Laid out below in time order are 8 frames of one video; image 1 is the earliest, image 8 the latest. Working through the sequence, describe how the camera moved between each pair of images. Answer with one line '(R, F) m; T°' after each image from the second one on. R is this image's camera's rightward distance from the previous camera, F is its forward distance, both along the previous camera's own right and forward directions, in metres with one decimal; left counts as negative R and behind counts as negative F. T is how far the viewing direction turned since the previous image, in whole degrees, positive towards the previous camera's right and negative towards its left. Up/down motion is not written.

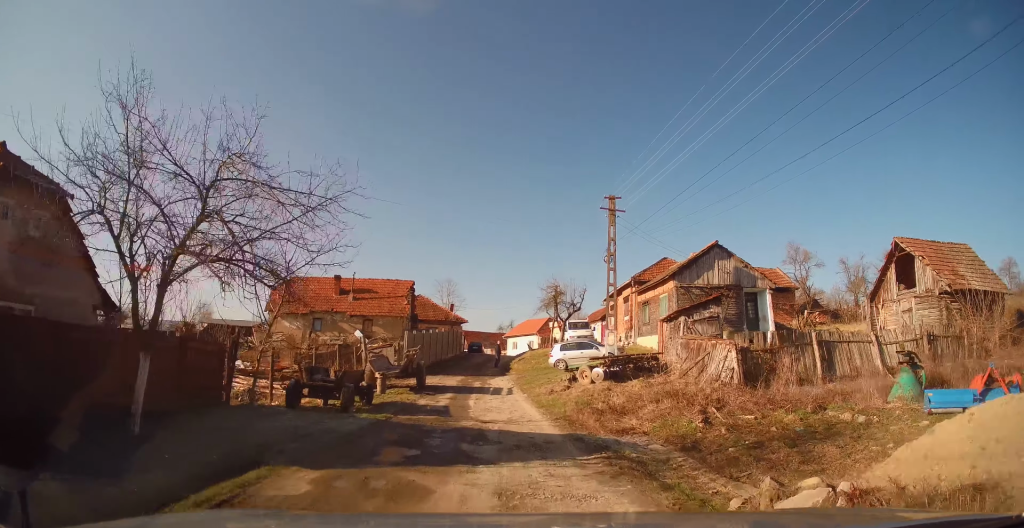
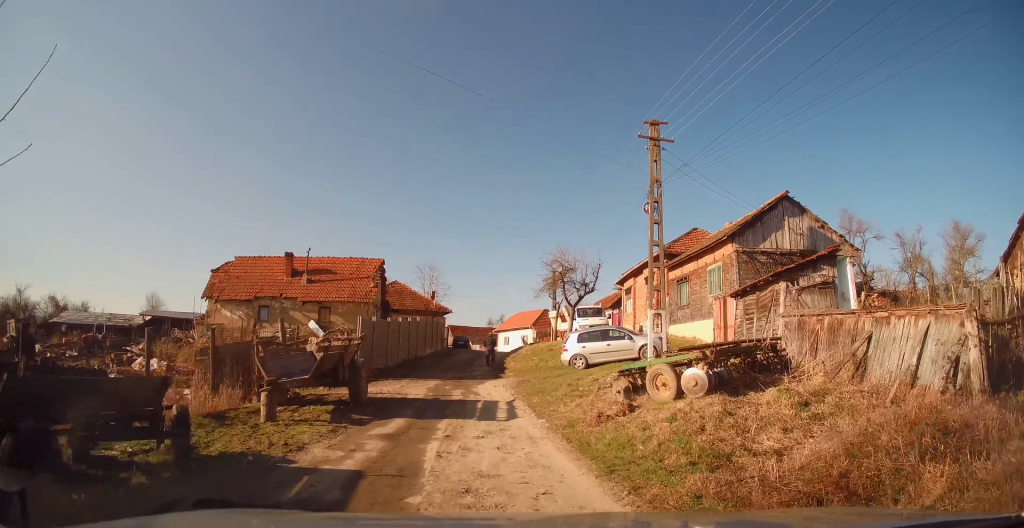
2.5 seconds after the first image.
(+0.2, +8.5) m; +6°
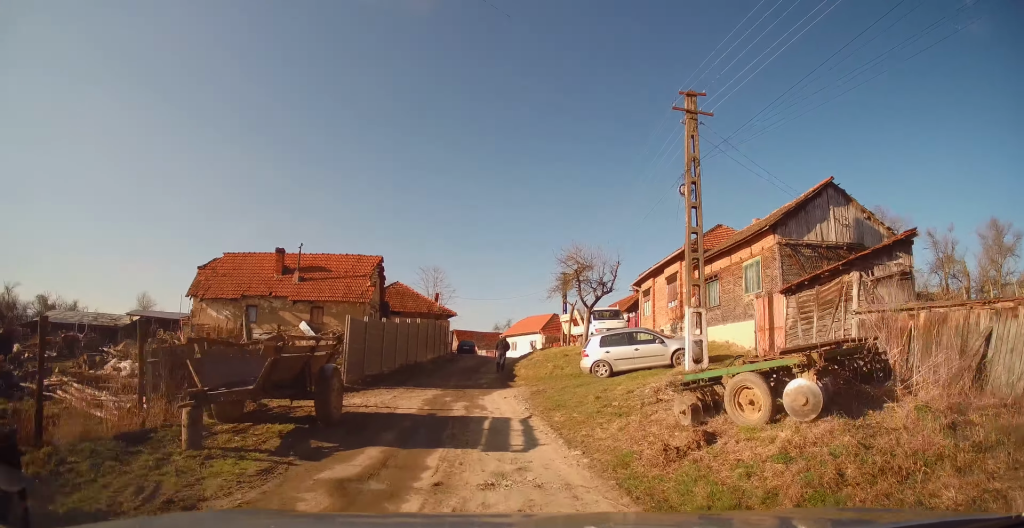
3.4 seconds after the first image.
(+0.2, +3.2) m; 0°
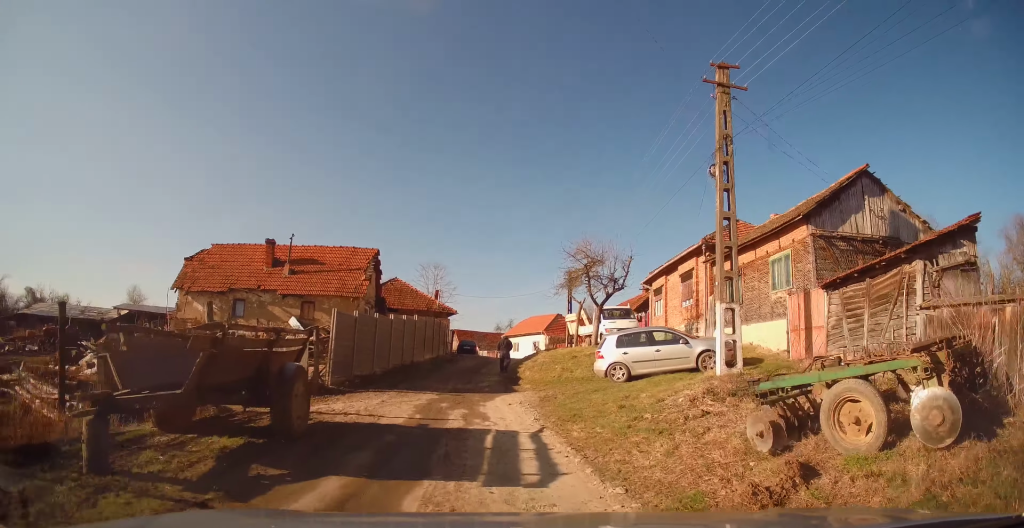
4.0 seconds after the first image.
(-0.1, +2.1) m; -4°
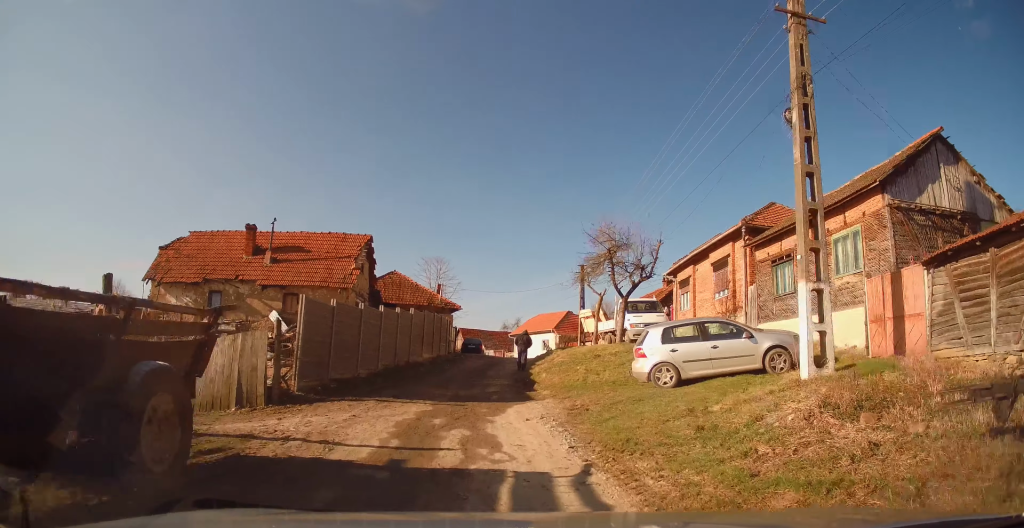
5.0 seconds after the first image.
(-0.3, +3.7) m; -4°
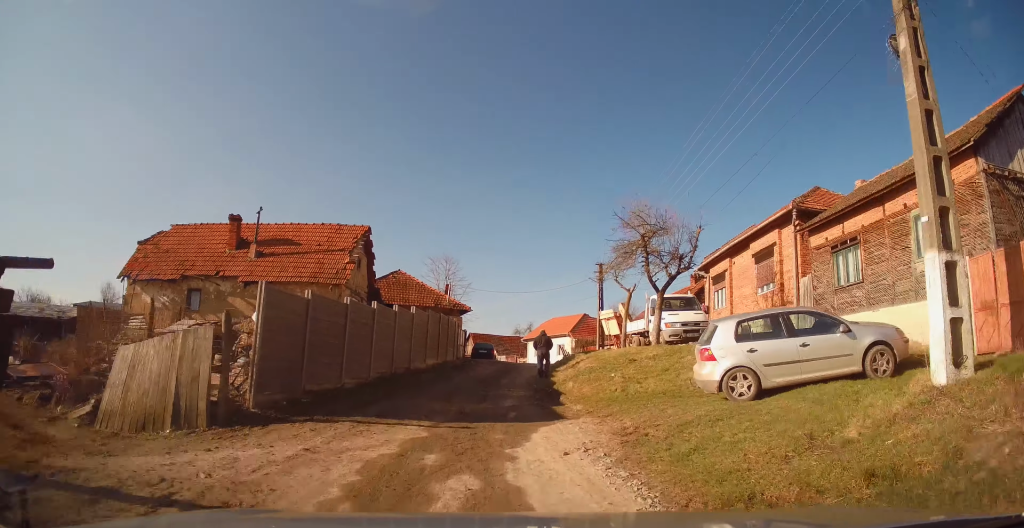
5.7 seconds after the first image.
(-0.1, +3.0) m; +2°
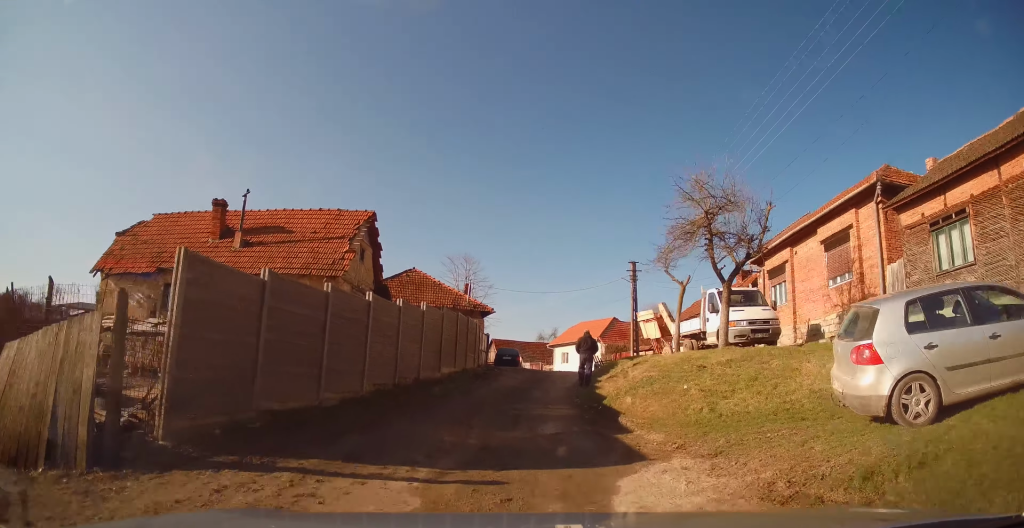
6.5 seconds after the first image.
(+0.5, +3.5) m; -1°
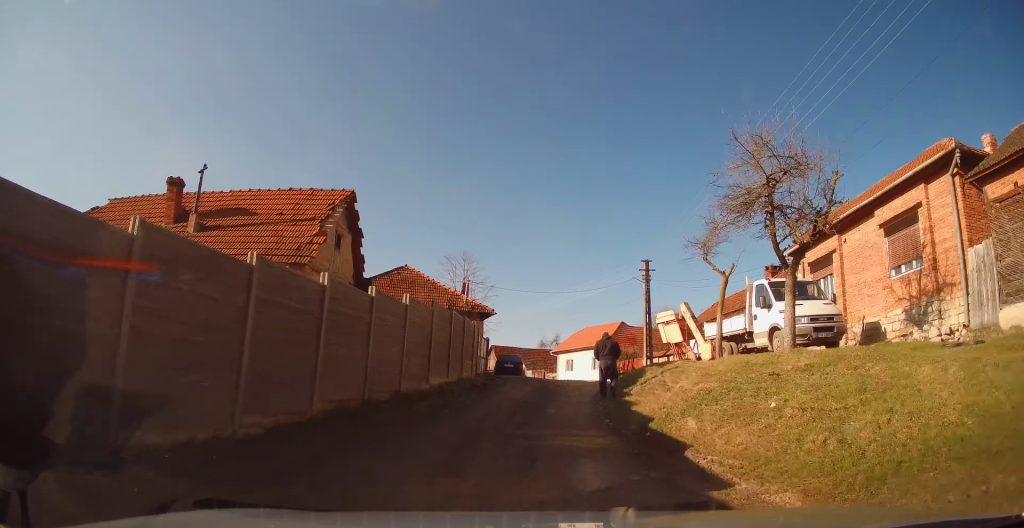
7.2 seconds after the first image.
(-0.5, +3.3) m; 0°
